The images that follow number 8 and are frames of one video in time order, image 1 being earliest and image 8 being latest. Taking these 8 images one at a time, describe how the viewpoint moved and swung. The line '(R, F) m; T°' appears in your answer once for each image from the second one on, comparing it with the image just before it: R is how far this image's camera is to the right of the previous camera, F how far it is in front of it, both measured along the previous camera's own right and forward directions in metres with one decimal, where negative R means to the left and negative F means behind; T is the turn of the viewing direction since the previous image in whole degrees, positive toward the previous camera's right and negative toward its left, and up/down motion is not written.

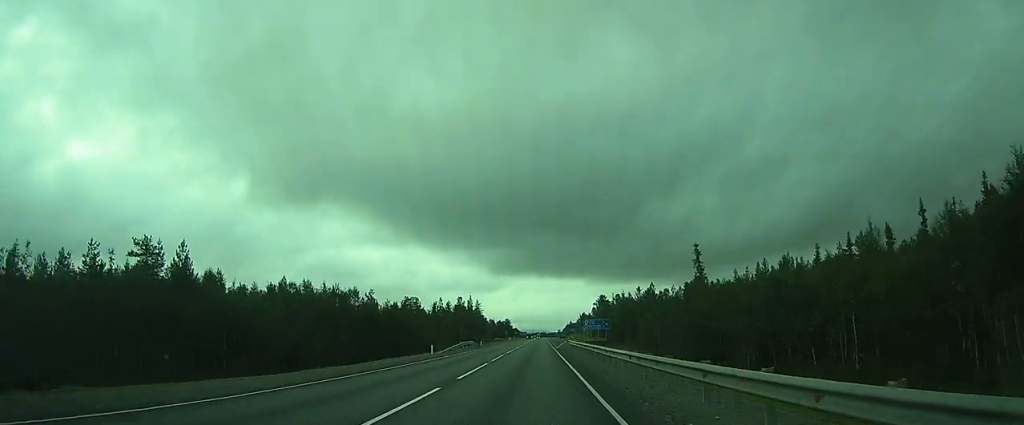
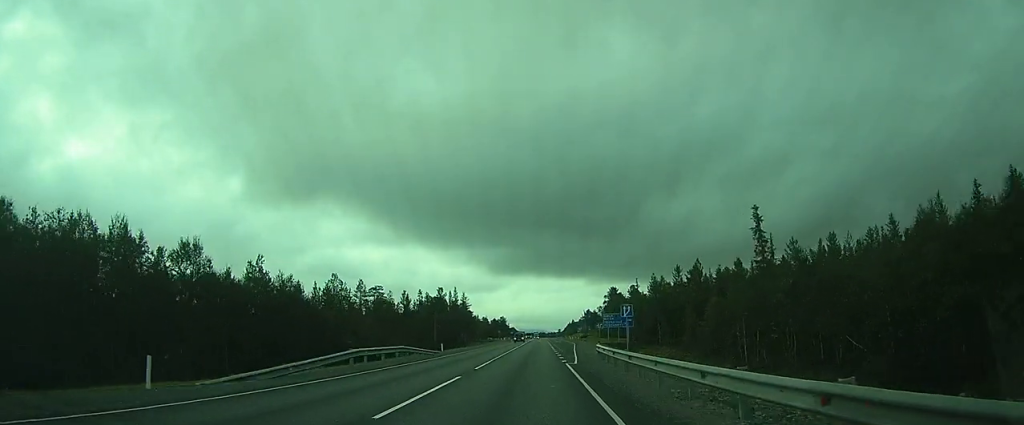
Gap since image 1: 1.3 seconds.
(+0.2, +32.8) m; +1°
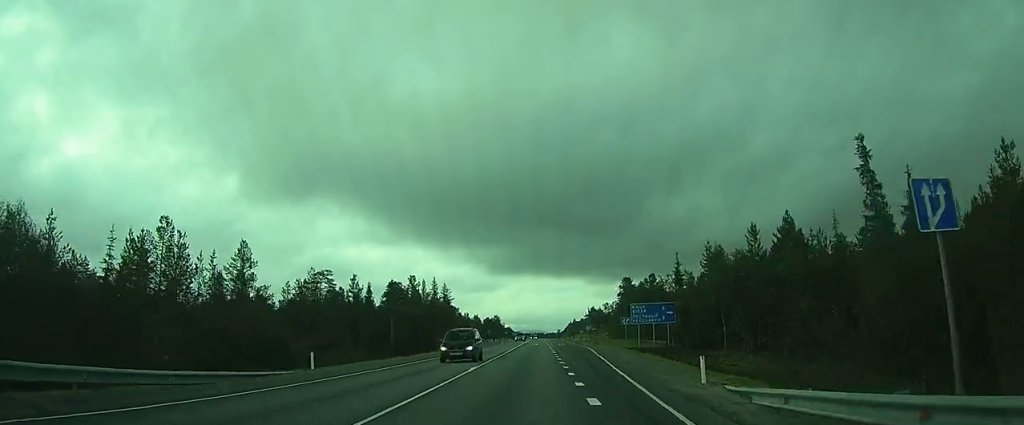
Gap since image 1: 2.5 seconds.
(0.0, +29.1) m; 0°
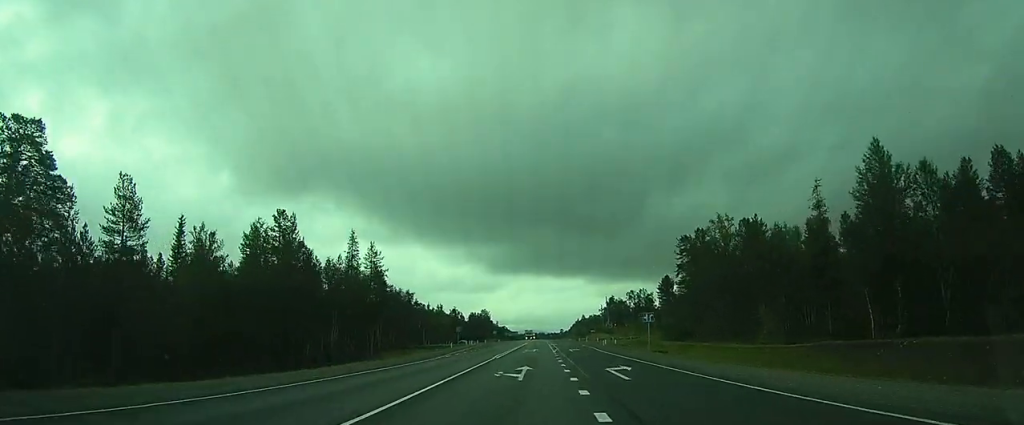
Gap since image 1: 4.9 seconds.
(-0.2, +57.7) m; 0°
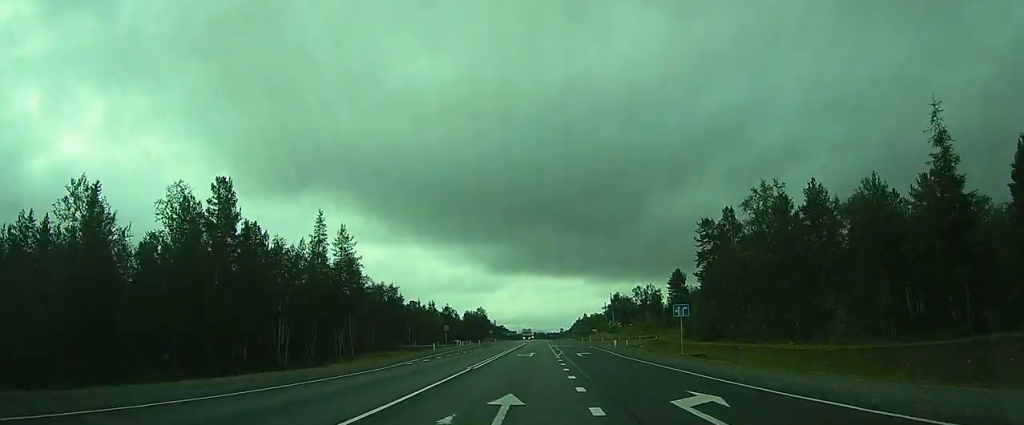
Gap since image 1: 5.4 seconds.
(0.0, +11.2) m; 0°
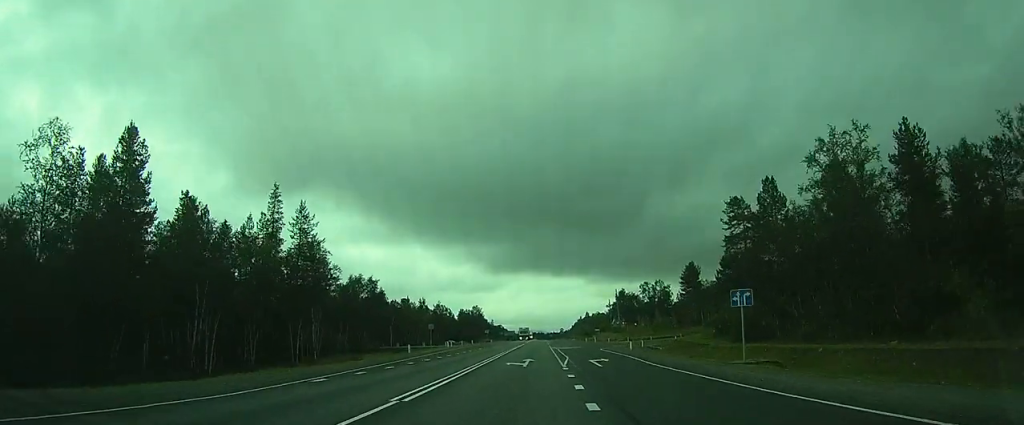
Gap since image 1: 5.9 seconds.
(0.0, +11.3) m; 0°
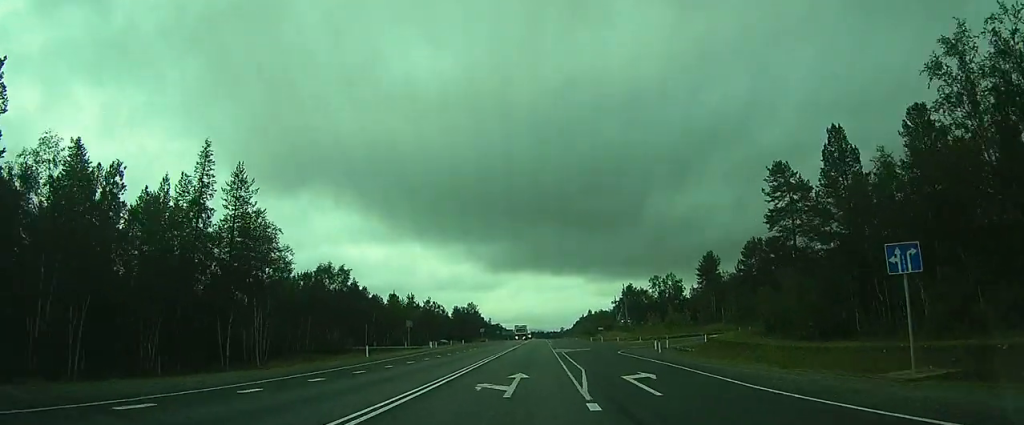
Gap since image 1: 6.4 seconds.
(0.0, +12.0) m; 0°
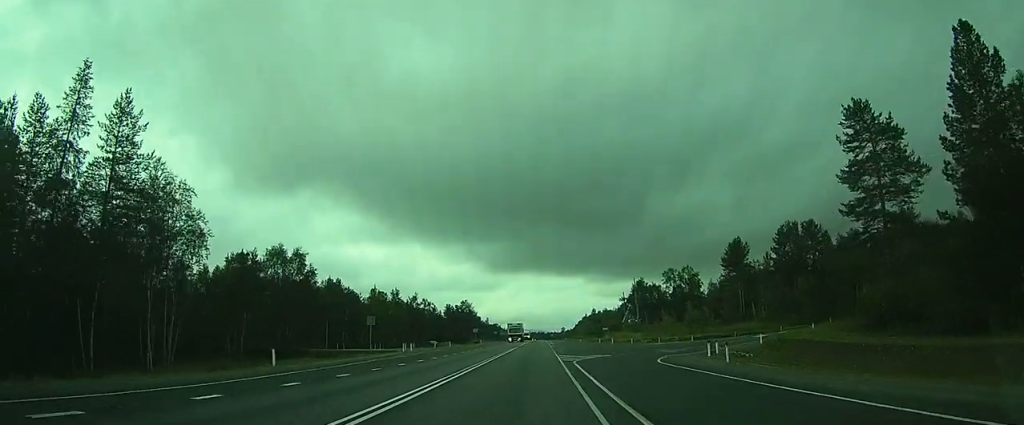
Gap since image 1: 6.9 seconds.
(0.0, +13.6) m; 0°
